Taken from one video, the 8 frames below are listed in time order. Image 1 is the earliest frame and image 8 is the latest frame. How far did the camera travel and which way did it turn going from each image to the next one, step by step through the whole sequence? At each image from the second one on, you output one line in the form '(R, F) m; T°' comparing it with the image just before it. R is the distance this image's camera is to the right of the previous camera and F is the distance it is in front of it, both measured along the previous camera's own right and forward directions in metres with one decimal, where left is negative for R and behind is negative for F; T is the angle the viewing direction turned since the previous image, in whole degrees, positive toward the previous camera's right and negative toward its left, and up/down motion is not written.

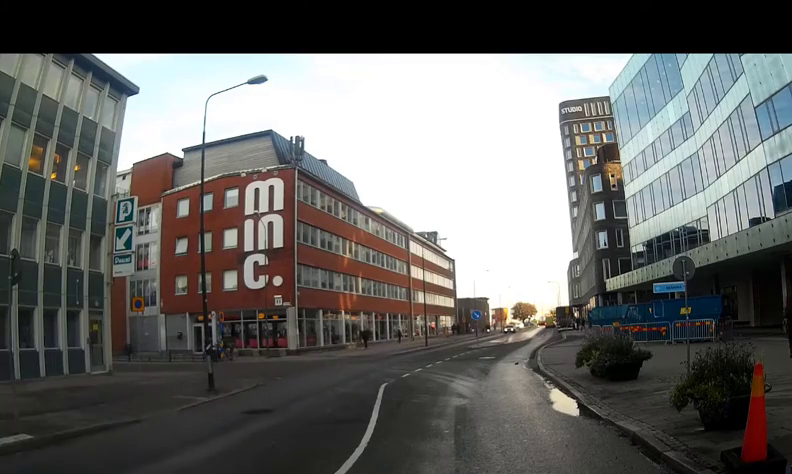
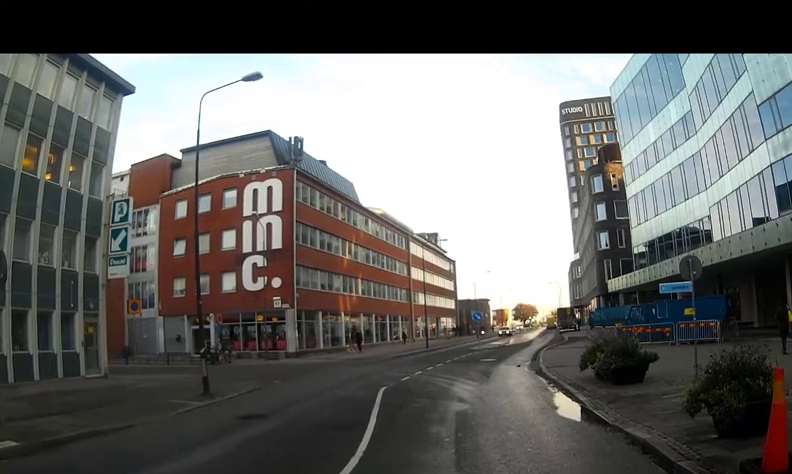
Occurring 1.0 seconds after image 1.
(0.0, 0.0) m; 0°
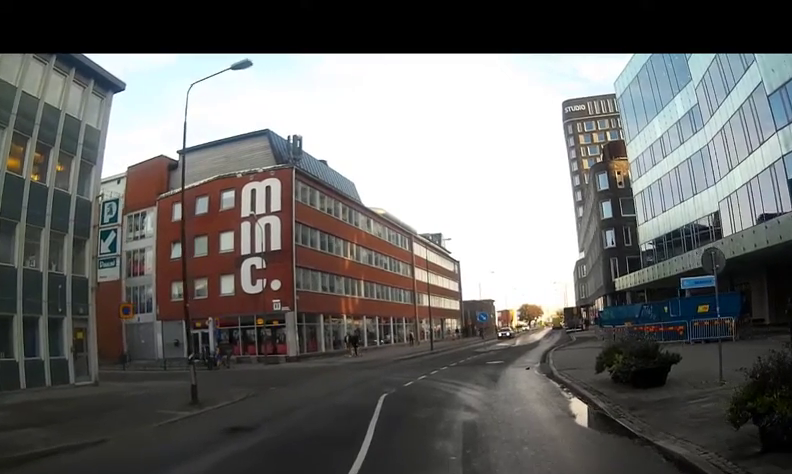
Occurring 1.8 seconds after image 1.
(-0.1, +0.2) m; 0°
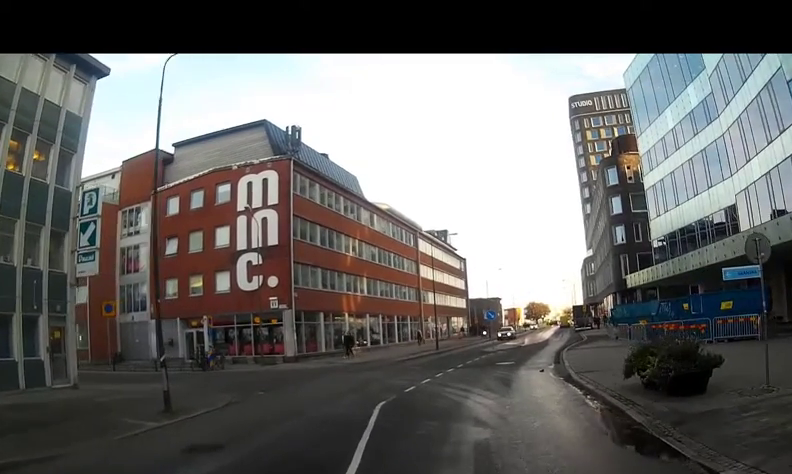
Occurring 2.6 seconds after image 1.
(-0.1, +0.8) m; 0°
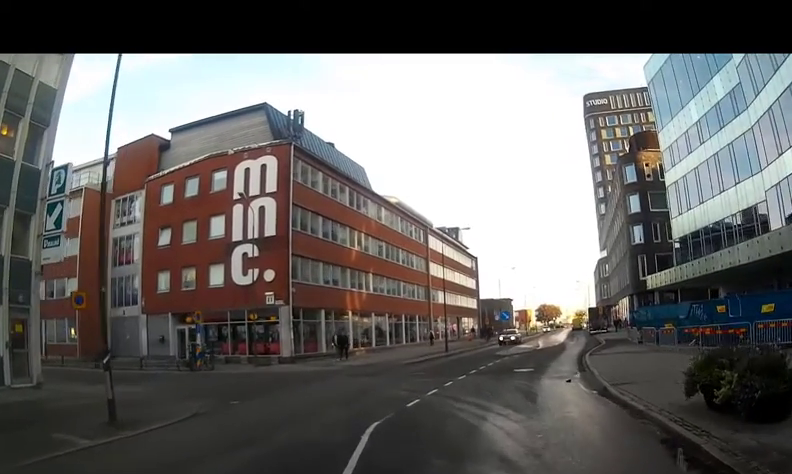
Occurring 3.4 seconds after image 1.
(+0.1, +1.8) m; +2°
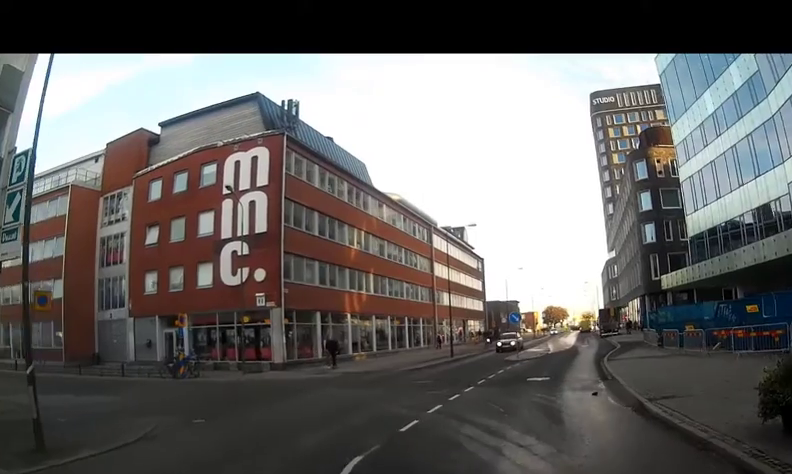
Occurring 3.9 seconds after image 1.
(0.0, +1.6) m; -2°
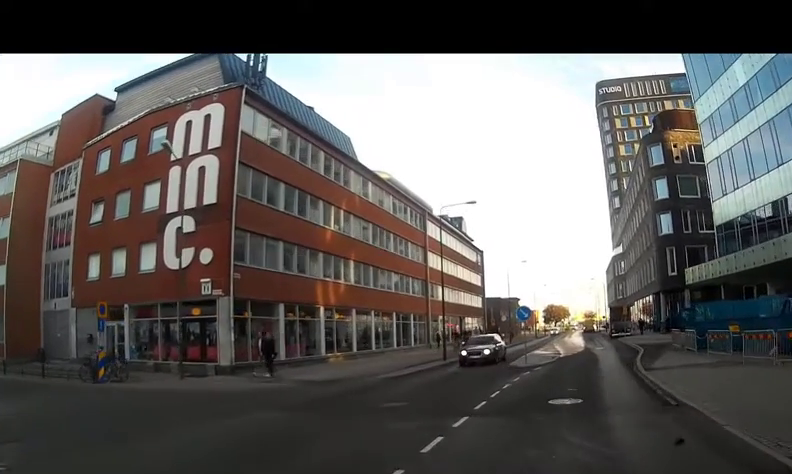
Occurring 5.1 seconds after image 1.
(-0.2, +4.2) m; -7°
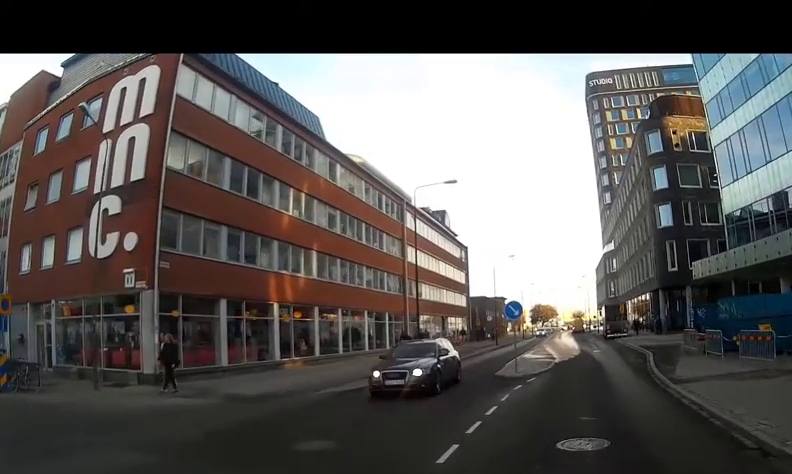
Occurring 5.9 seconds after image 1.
(-0.1, +3.4) m; 0°
